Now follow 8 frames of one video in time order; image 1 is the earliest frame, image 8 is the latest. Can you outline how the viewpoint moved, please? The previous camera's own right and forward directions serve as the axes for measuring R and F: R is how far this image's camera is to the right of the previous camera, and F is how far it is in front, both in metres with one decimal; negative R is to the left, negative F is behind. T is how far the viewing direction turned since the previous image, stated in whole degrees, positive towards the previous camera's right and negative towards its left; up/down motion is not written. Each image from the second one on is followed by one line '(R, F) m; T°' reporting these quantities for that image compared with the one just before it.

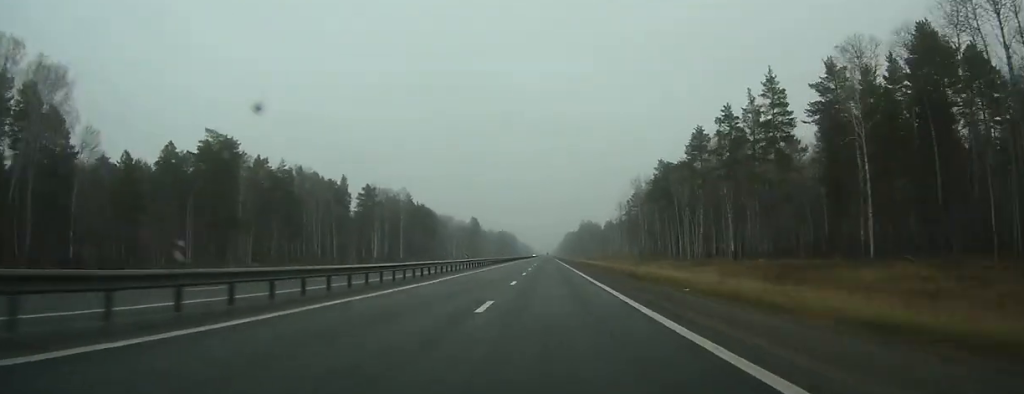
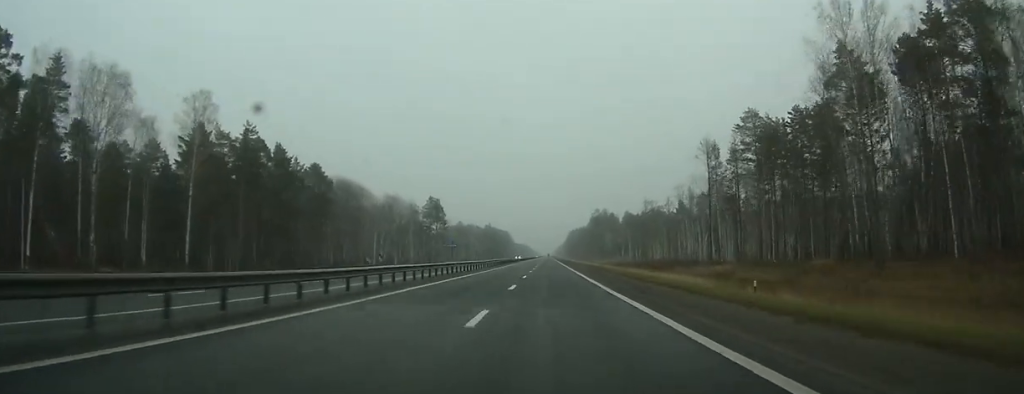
(-0.1, +143.8) m; 0°
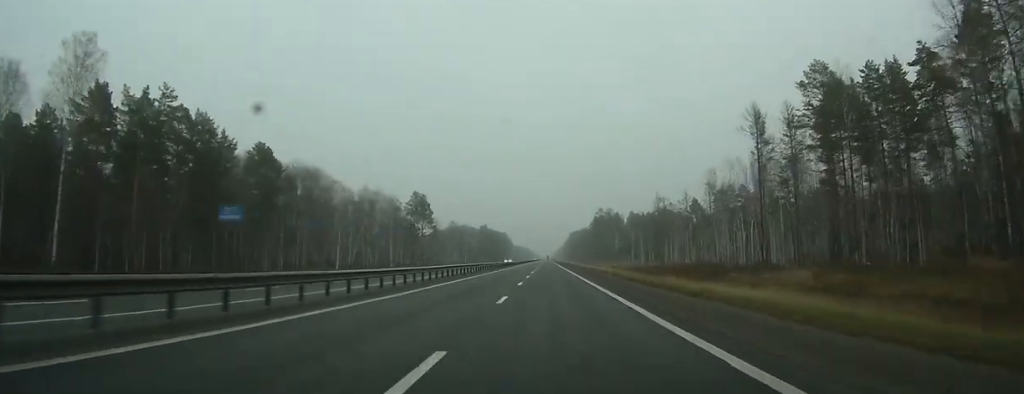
(-0.1, +29.7) m; 0°
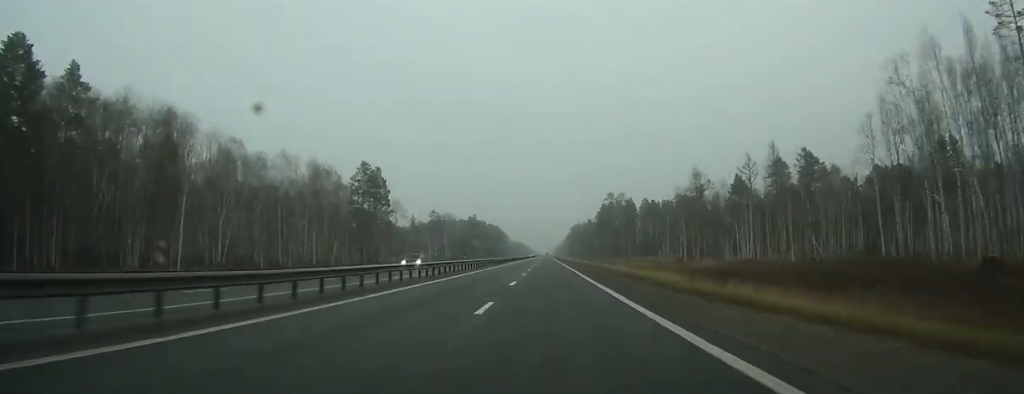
(-0.2, +64.1) m; 0°
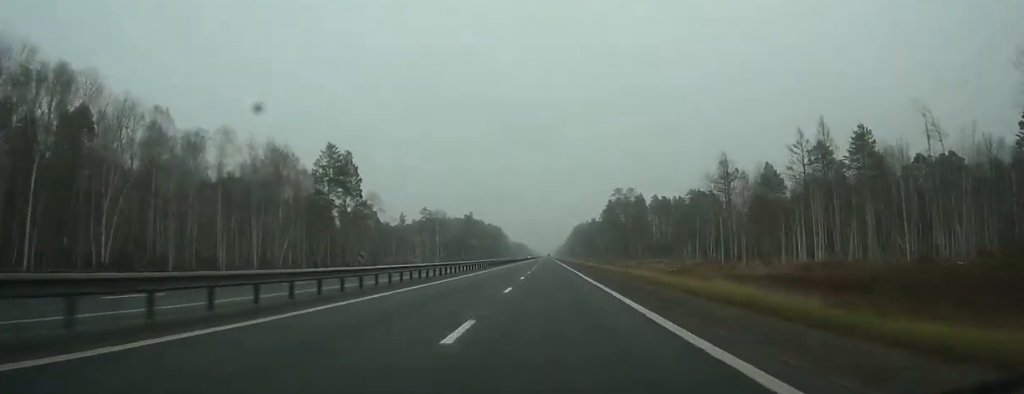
(0.0, +28.2) m; 0°
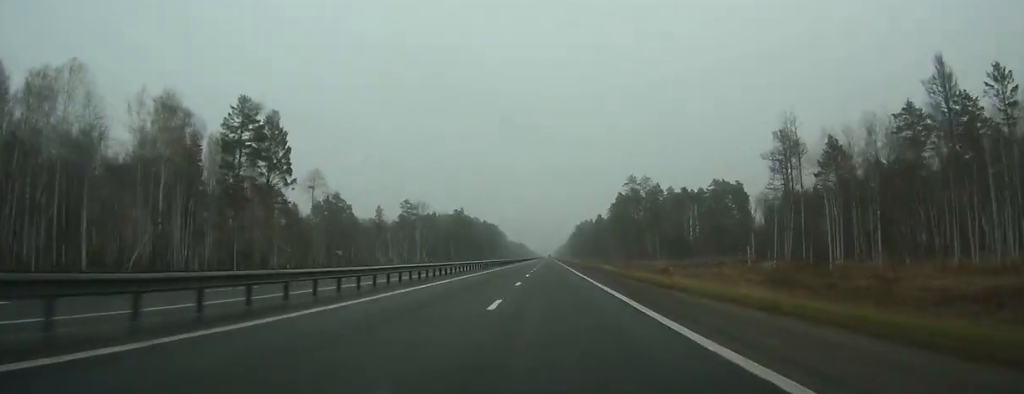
(+0.1, +42.4) m; 0°
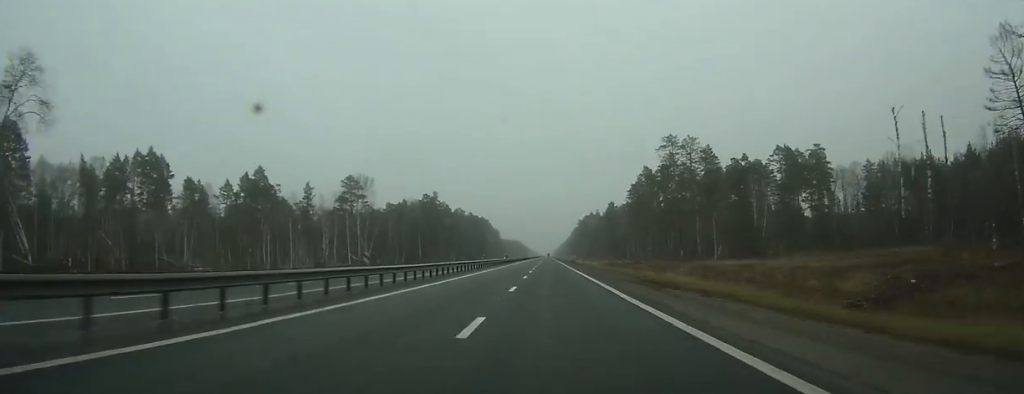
(+0.1, +76.5) m; 0°
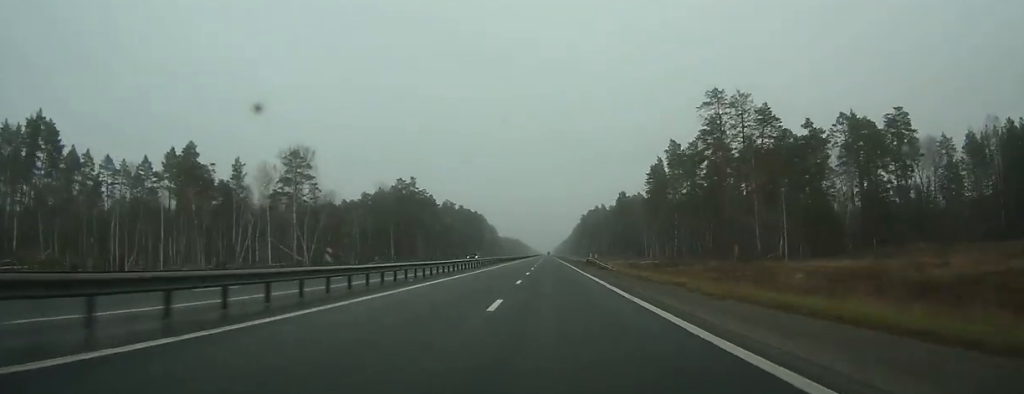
(+0.1, +43.8) m; 0°
